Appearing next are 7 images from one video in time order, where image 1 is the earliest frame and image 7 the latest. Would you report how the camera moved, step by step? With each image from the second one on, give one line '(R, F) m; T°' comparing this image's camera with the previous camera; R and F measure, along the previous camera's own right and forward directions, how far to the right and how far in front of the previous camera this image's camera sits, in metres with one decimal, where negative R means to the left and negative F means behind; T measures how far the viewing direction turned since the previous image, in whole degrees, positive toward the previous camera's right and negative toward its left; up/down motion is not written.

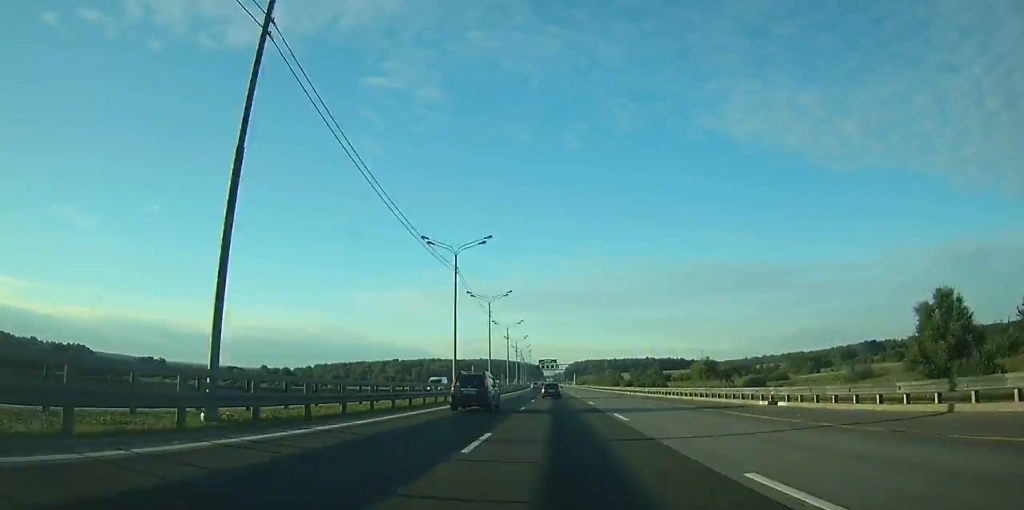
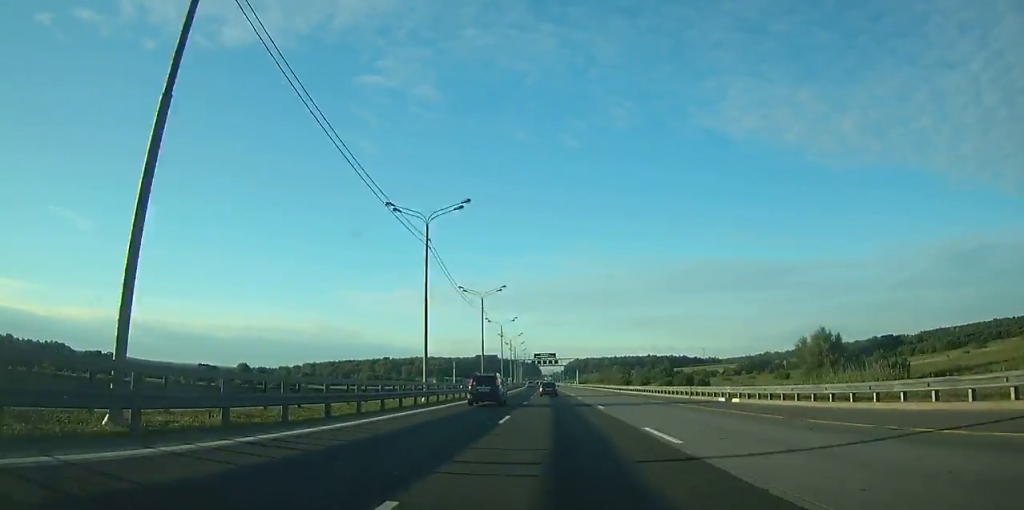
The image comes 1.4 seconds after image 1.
(-0.1, +42.4) m; 0°
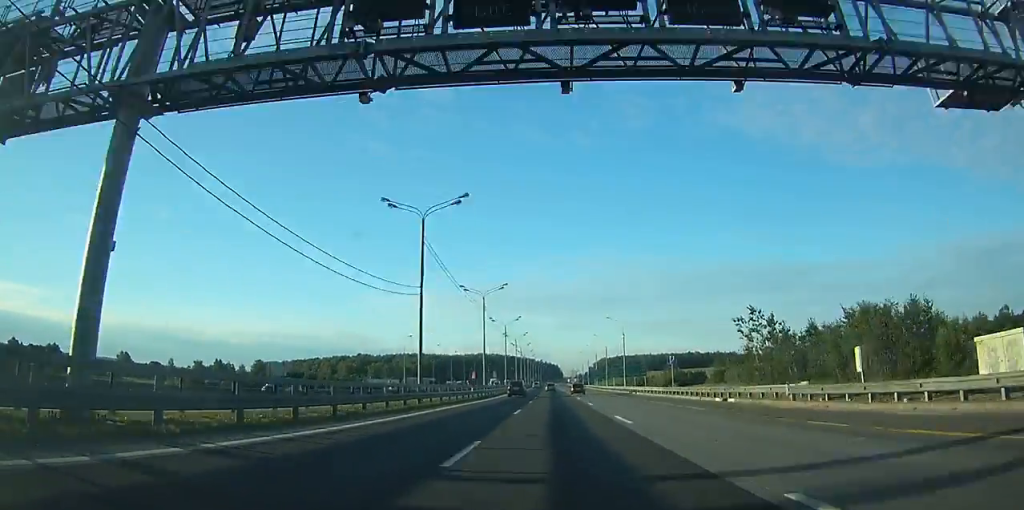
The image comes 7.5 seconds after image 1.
(-2.4, +189.2) m; -1°
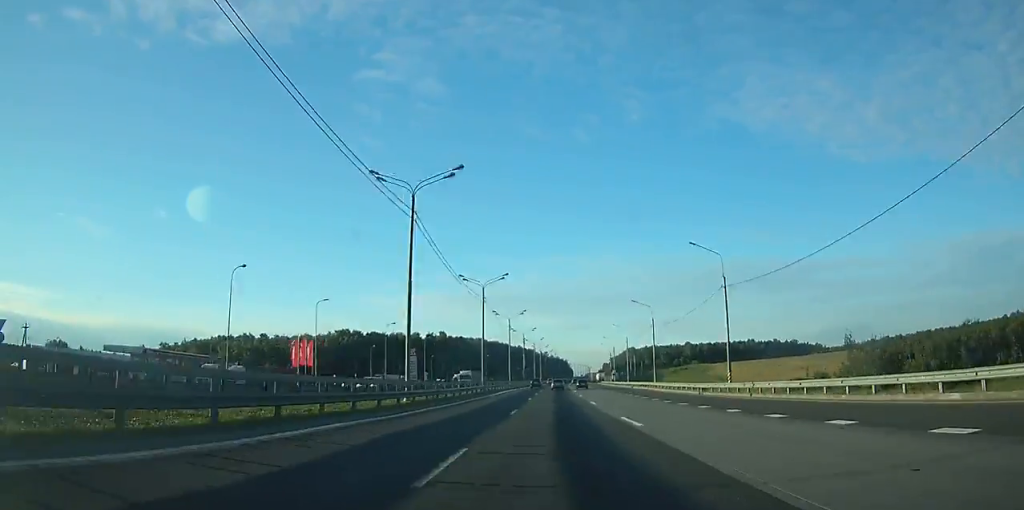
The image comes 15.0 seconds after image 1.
(-2.1, +222.1) m; -1°
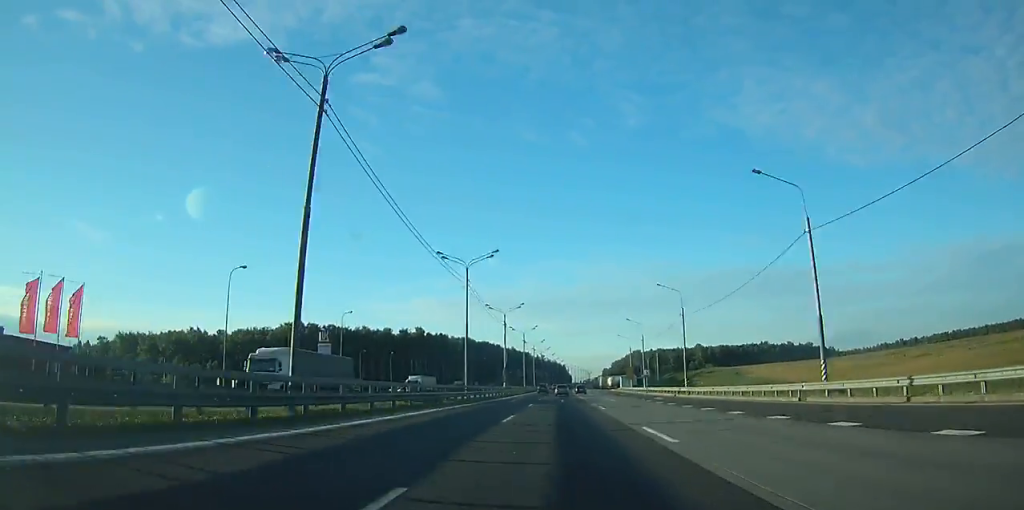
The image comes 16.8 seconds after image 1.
(+0.1, +52.2) m; 0°
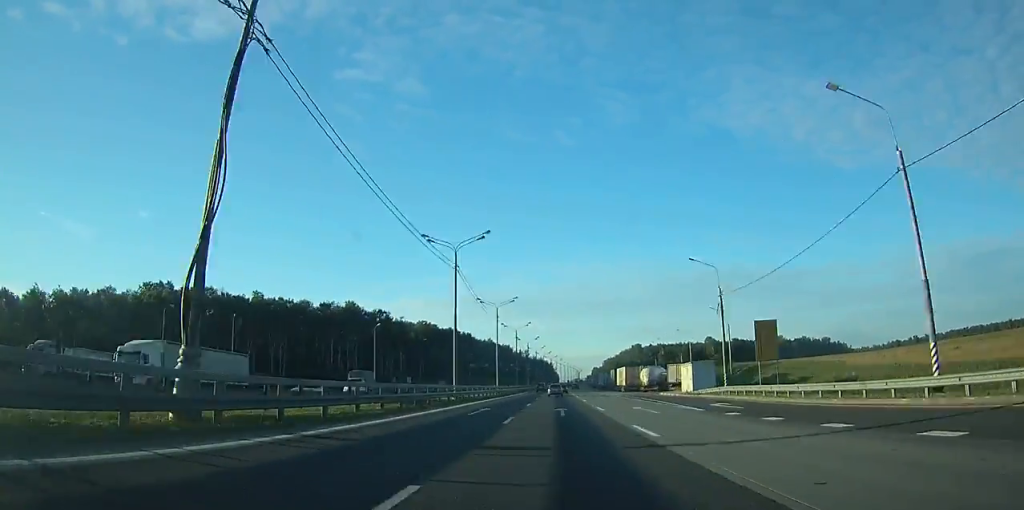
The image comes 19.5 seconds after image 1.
(+0.4, +79.7) m; +1°
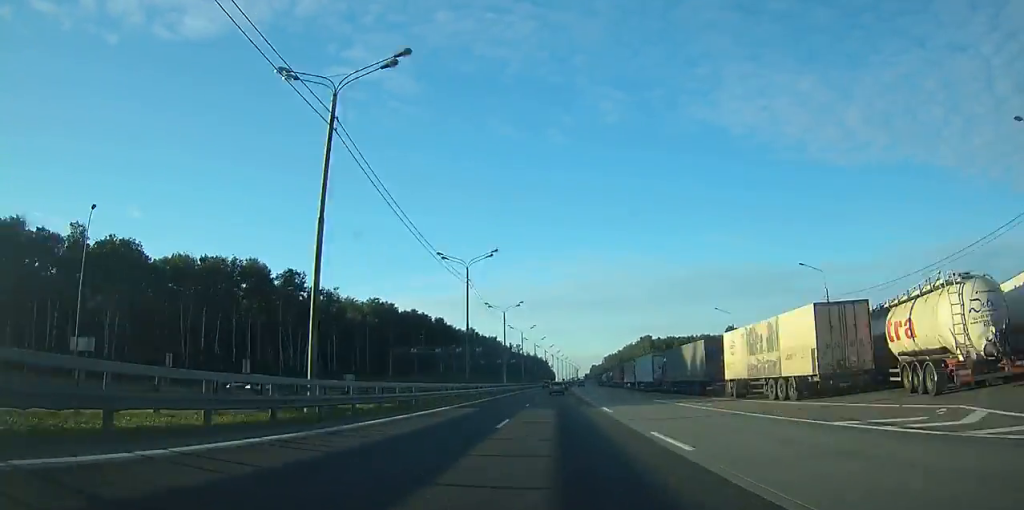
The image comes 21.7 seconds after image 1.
(+0.5, +63.9) m; +1°
